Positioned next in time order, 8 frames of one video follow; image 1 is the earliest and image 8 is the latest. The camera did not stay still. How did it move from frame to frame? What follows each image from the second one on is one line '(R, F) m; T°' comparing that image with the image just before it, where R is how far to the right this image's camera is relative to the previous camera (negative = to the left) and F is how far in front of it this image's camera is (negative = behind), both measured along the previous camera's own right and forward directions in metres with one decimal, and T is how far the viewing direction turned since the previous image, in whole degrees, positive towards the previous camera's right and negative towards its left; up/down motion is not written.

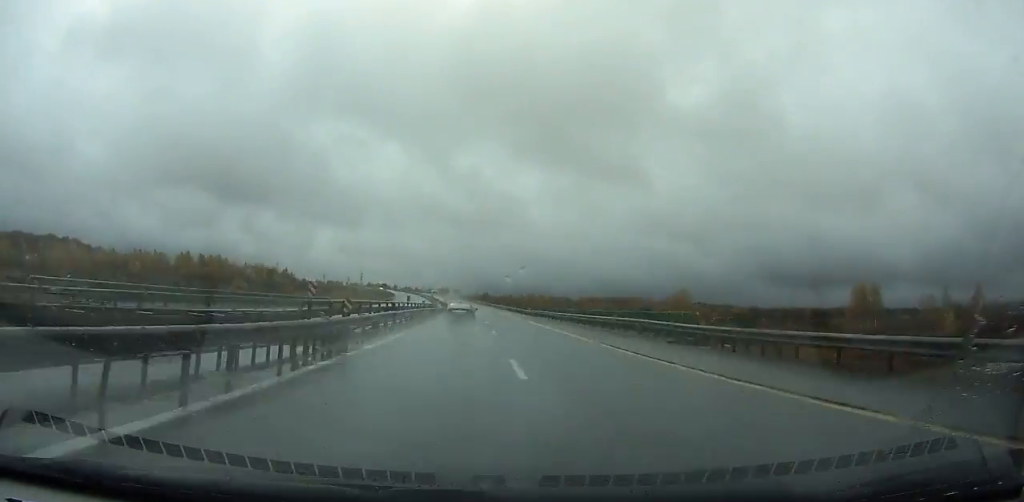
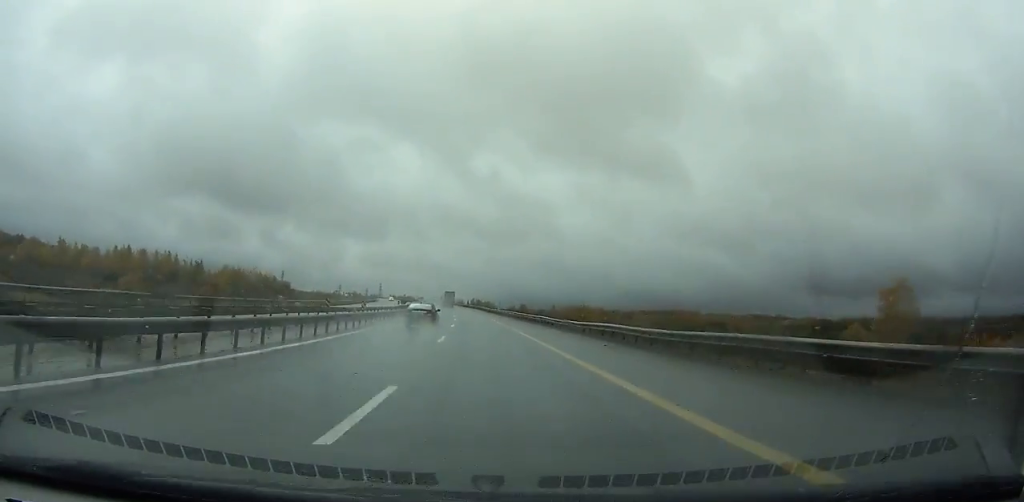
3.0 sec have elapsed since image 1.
(-0.7, +98.4) m; -3°
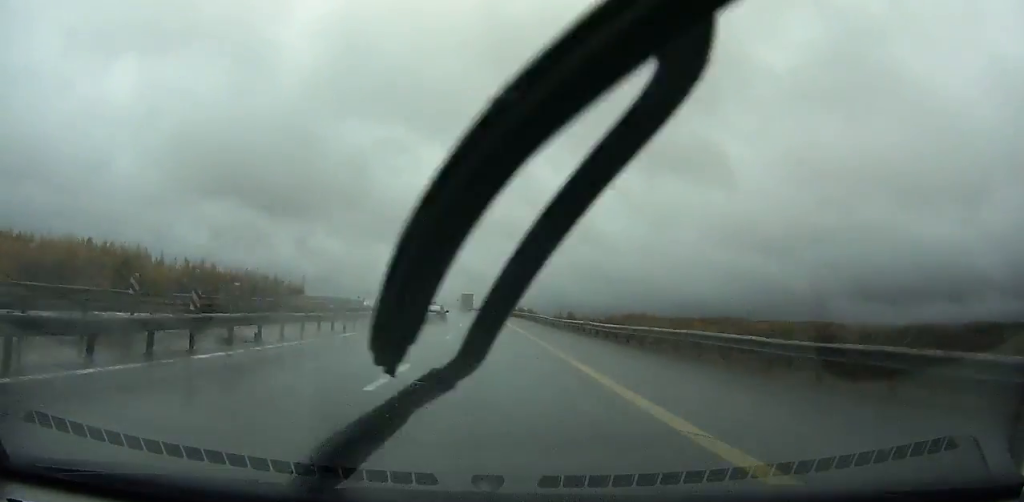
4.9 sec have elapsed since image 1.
(-0.5, +61.7) m; -3°
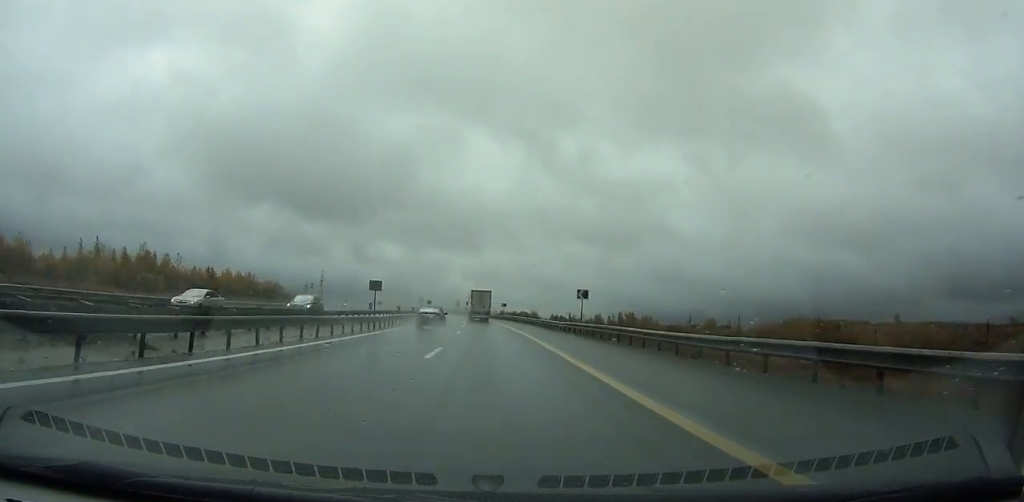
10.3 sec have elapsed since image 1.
(-13.1, +170.8) m; -8°
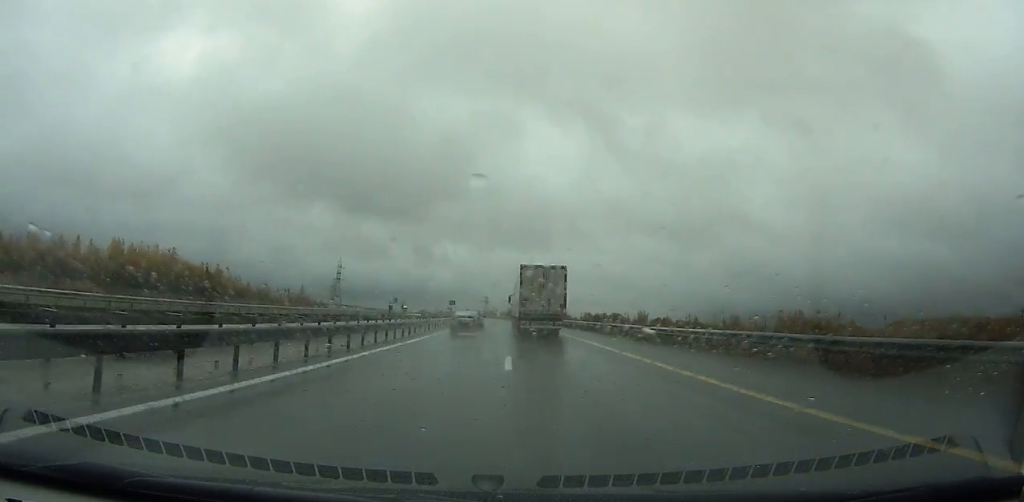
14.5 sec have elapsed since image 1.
(-8.2, +130.0) m; -7°
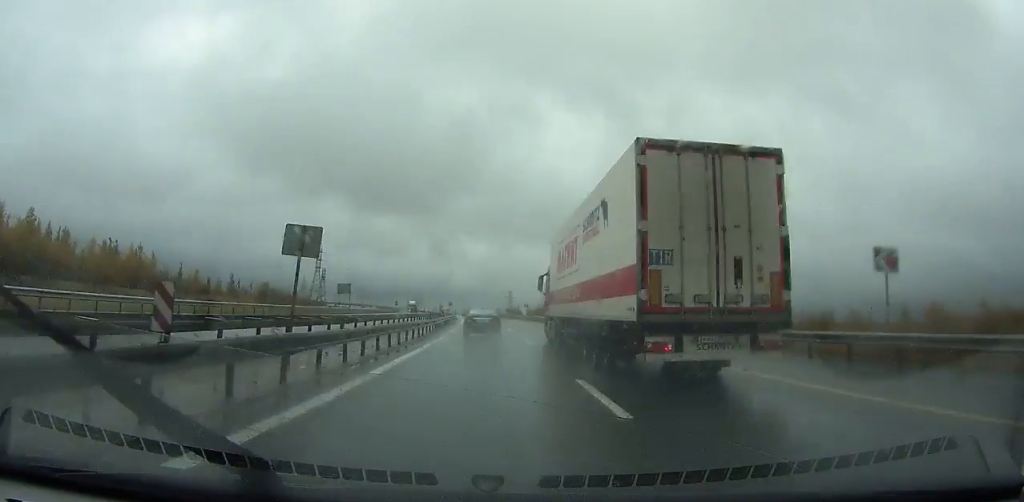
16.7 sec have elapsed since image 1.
(-1.6, +67.7) m; -3°
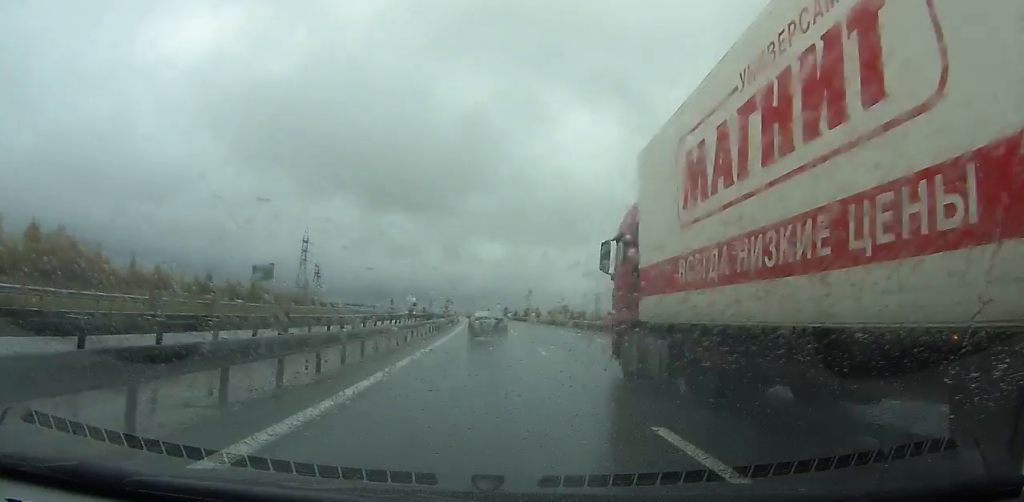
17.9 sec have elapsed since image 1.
(-1.0, +36.5) m; -1°
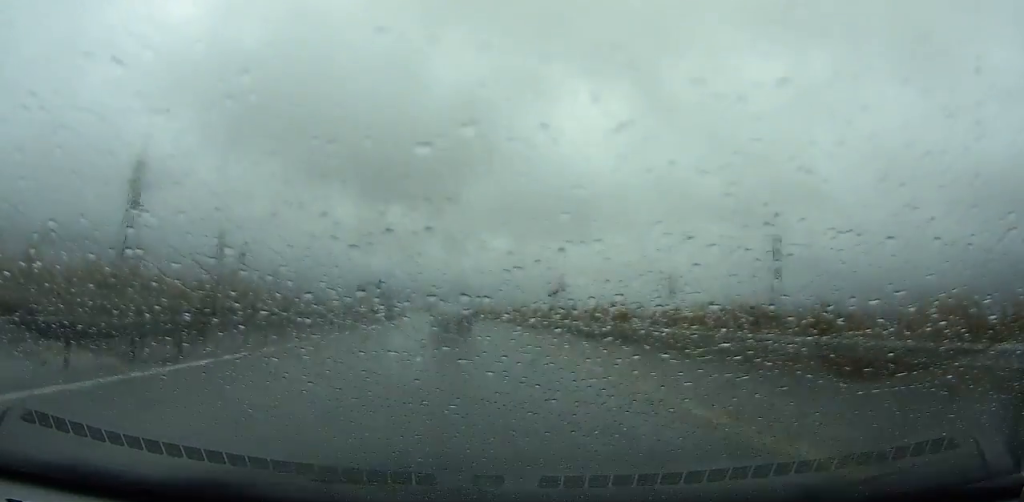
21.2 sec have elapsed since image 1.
(-2.6, +99.2) m; -4°
